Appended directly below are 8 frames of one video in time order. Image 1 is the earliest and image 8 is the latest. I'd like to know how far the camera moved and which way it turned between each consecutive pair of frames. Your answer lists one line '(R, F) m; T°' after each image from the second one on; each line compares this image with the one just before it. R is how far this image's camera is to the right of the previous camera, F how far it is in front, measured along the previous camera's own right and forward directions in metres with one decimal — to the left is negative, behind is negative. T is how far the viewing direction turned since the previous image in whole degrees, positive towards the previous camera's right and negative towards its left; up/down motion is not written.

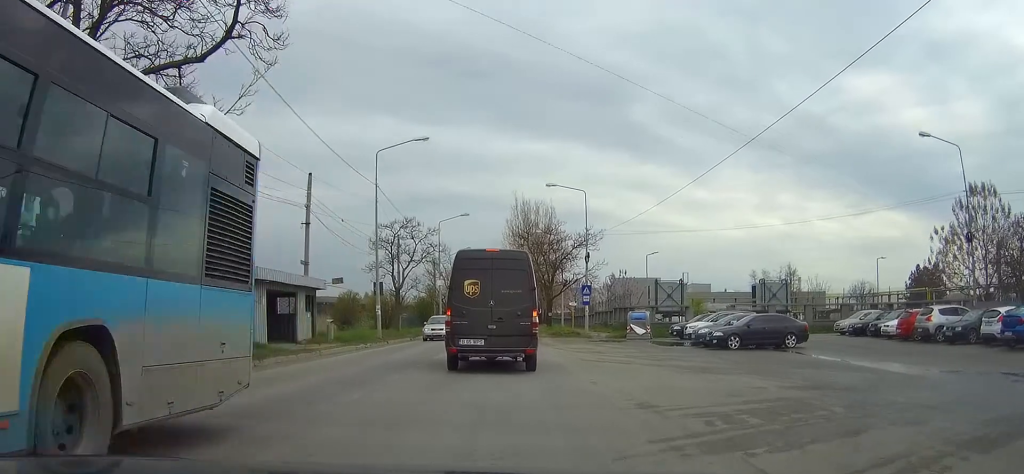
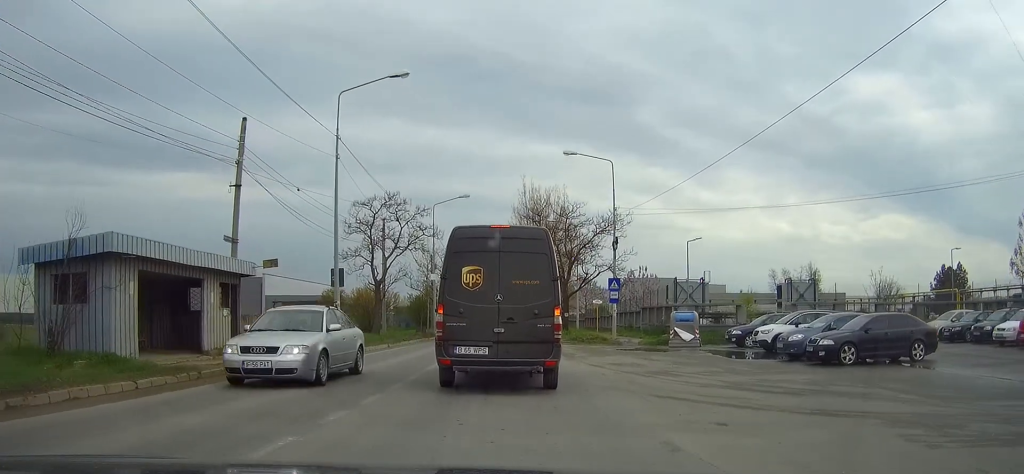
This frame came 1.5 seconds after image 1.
(-0.2, +10.9) m; -1°
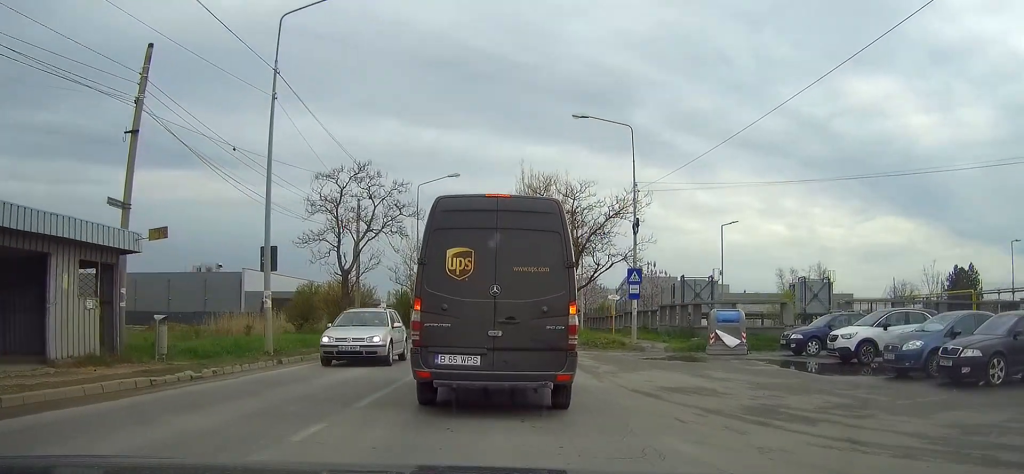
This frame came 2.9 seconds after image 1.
(0.0, +7.8) m; +2°
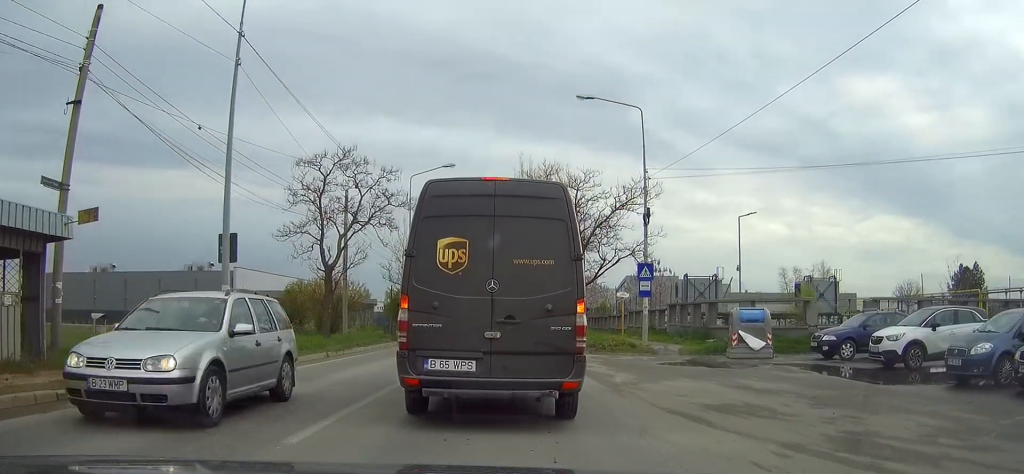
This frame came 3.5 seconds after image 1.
(+0.1, +2.9) m; +1°
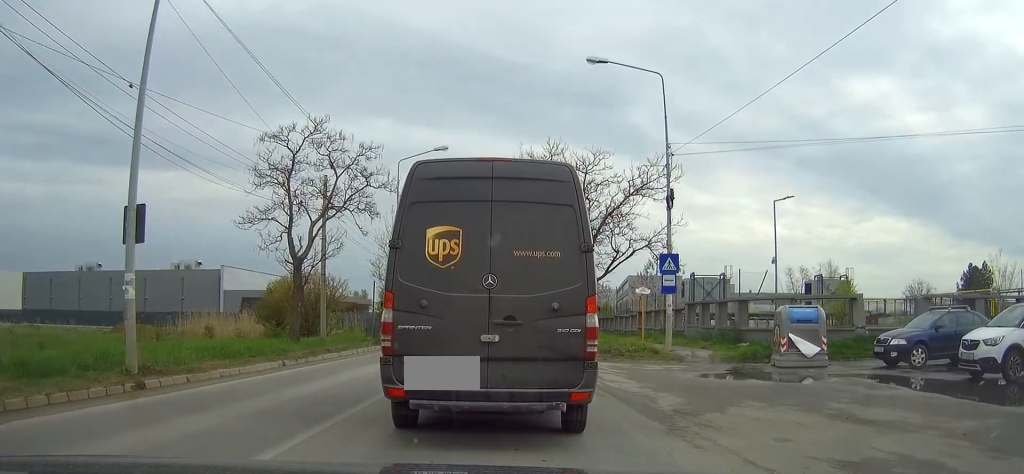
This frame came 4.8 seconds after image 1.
(+0.1, +5.0) m; 0°
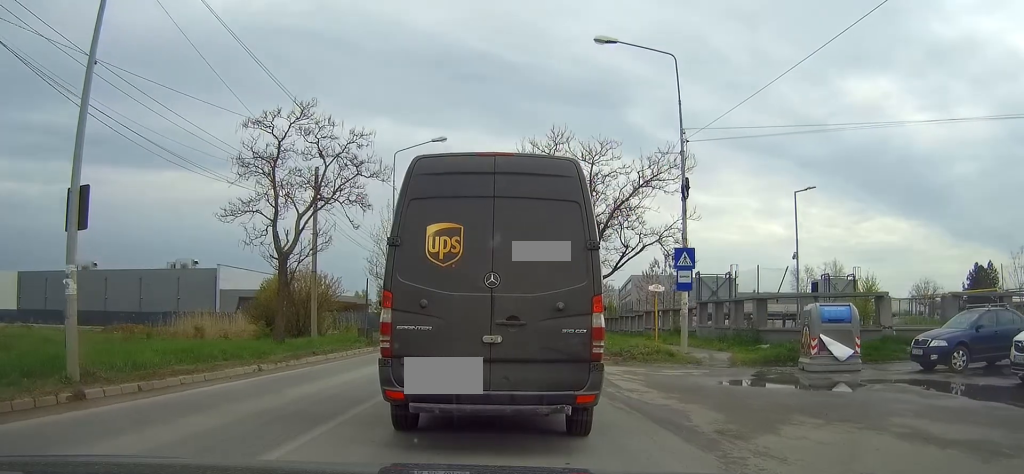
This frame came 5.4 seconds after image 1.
(0.0, +2.0) m; +1°
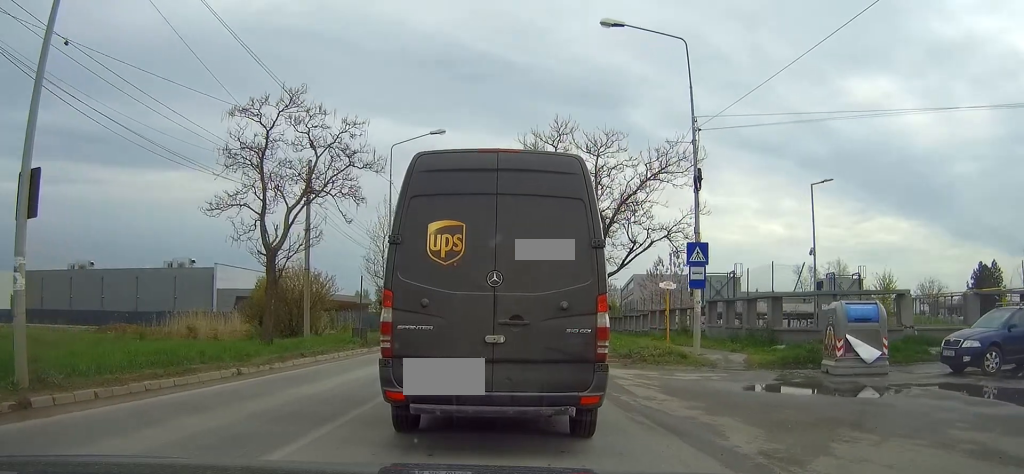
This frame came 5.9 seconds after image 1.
(0.0, +1.5) m; +1°
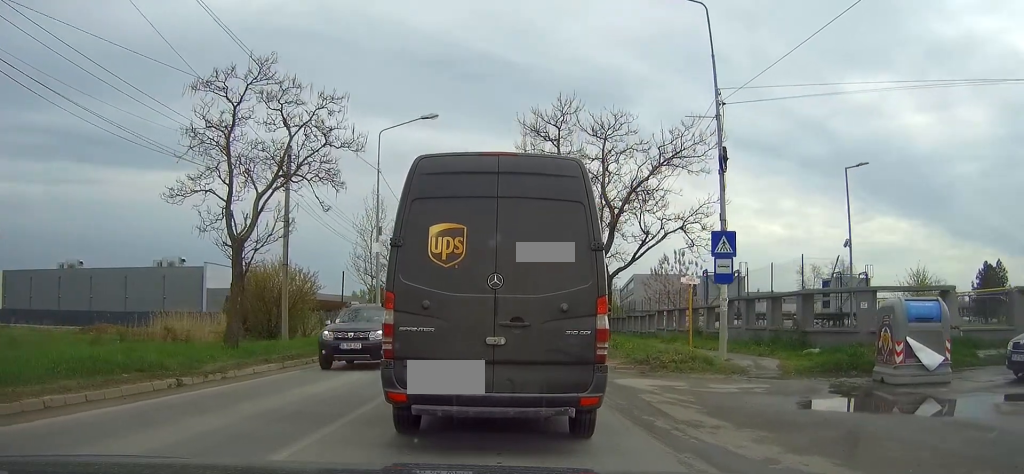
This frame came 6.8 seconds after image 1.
(+0.1, +2.7) m; 0°
